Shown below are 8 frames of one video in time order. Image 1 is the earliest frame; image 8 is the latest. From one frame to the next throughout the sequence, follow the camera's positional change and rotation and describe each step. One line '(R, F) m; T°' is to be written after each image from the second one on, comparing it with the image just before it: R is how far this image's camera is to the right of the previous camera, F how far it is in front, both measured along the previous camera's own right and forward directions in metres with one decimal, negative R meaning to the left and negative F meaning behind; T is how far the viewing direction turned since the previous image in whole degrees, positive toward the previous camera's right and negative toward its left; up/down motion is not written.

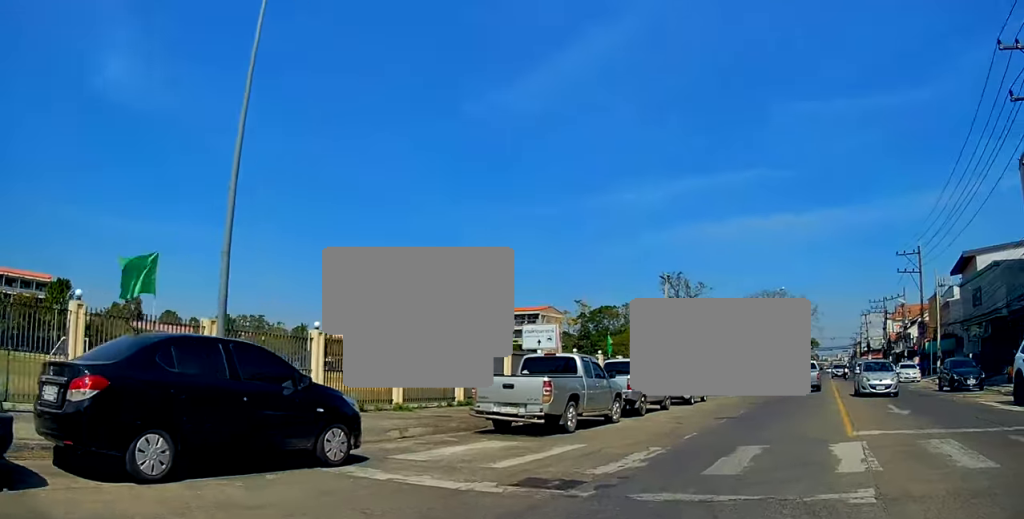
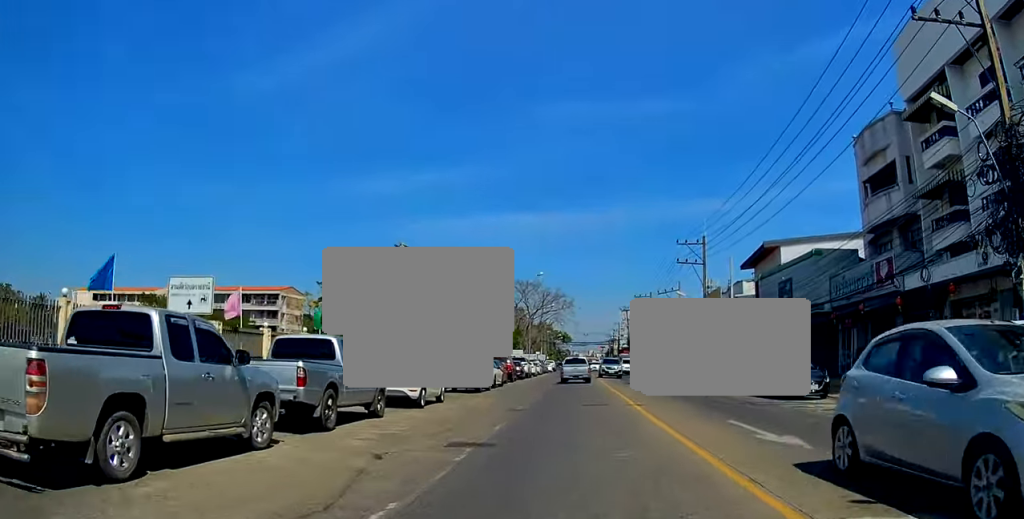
(+2.2, +5.5) m; +28°
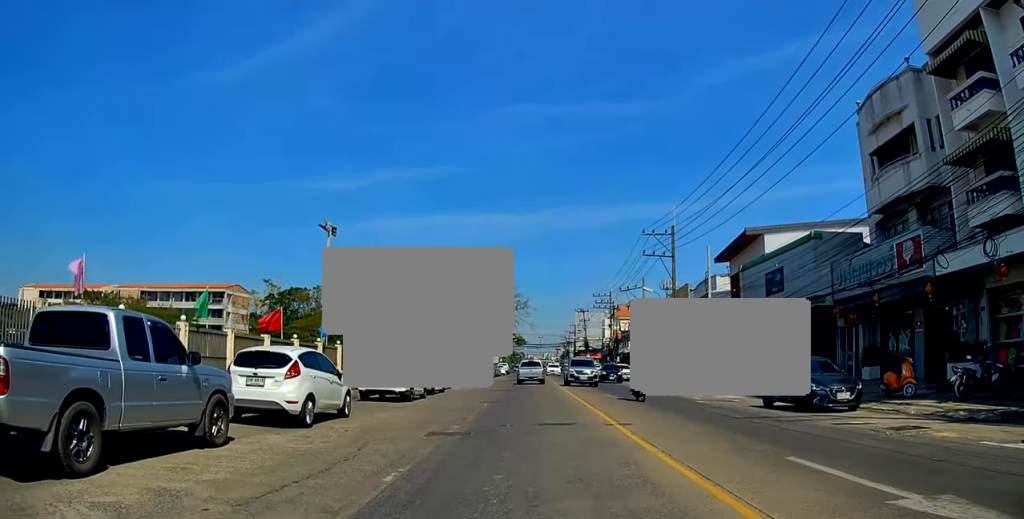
(+0.4, +6.3) m; +4°
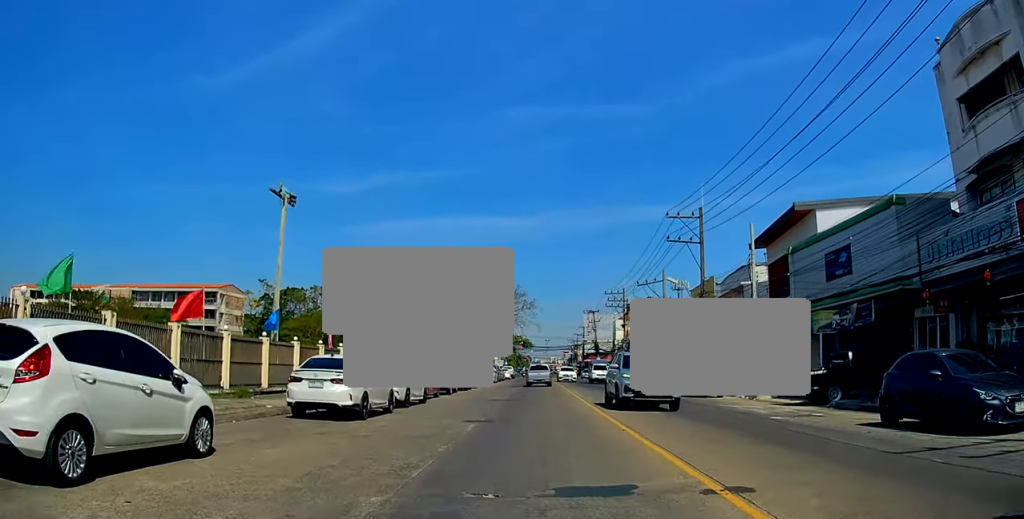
(+0.1, +9.9) m; +5°
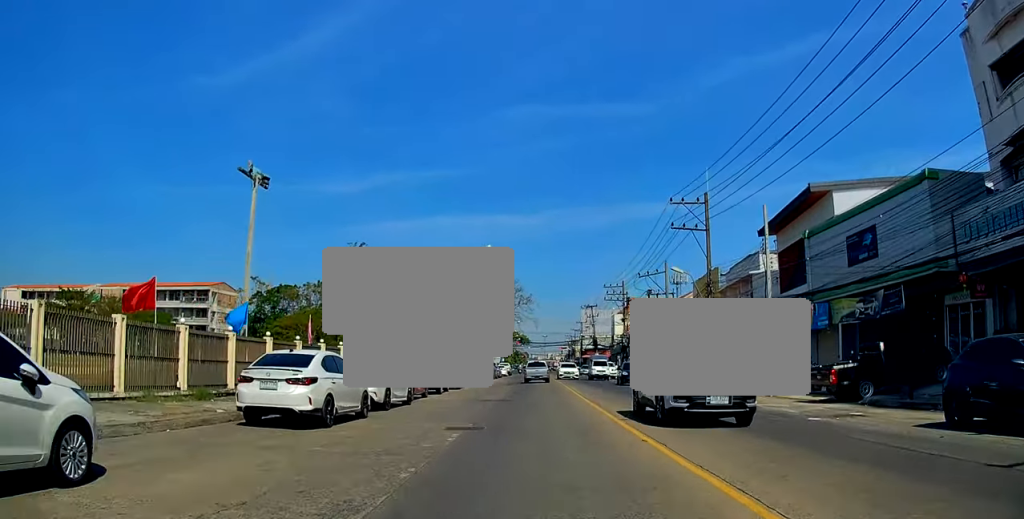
(0.0, +3.7) m; +3°
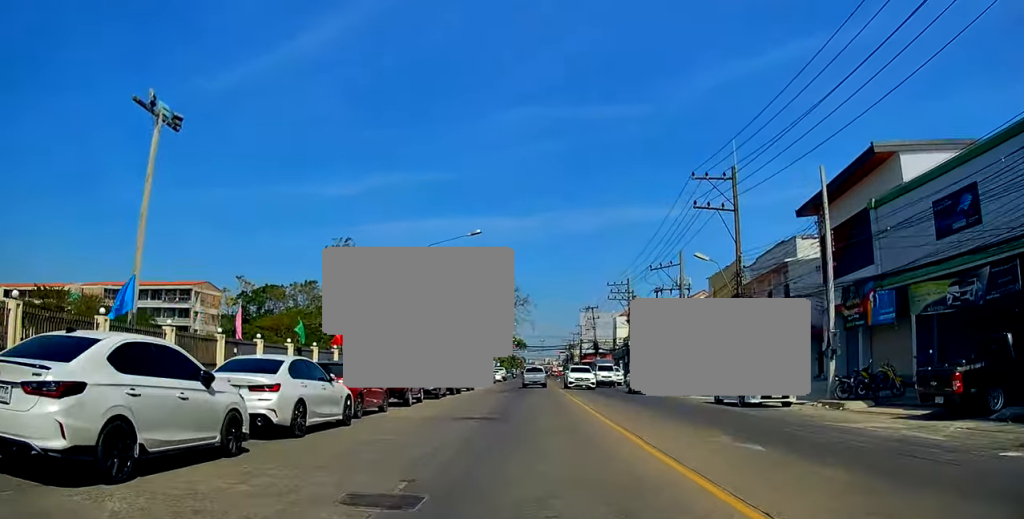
(+0.8, +9.0) m; +5°
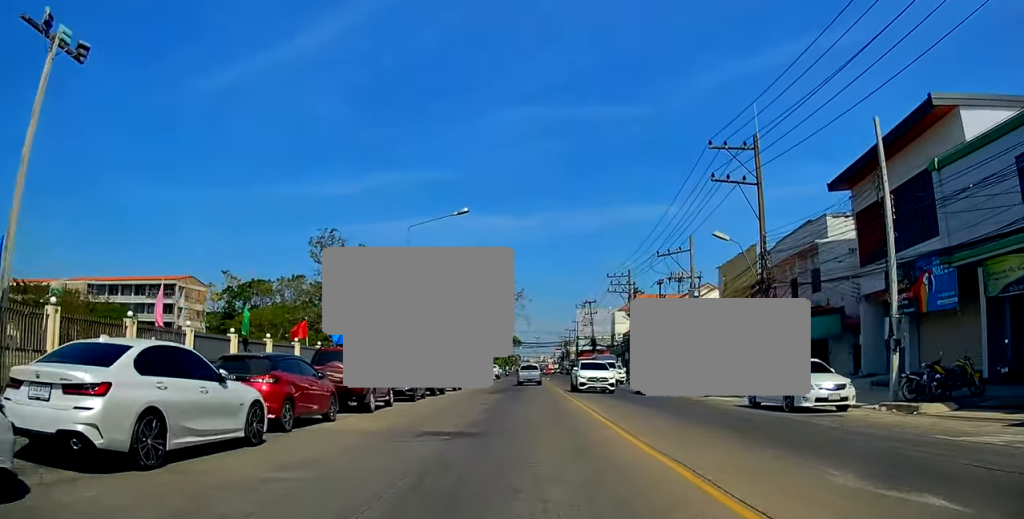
(0.0, +6.6) m; +1°
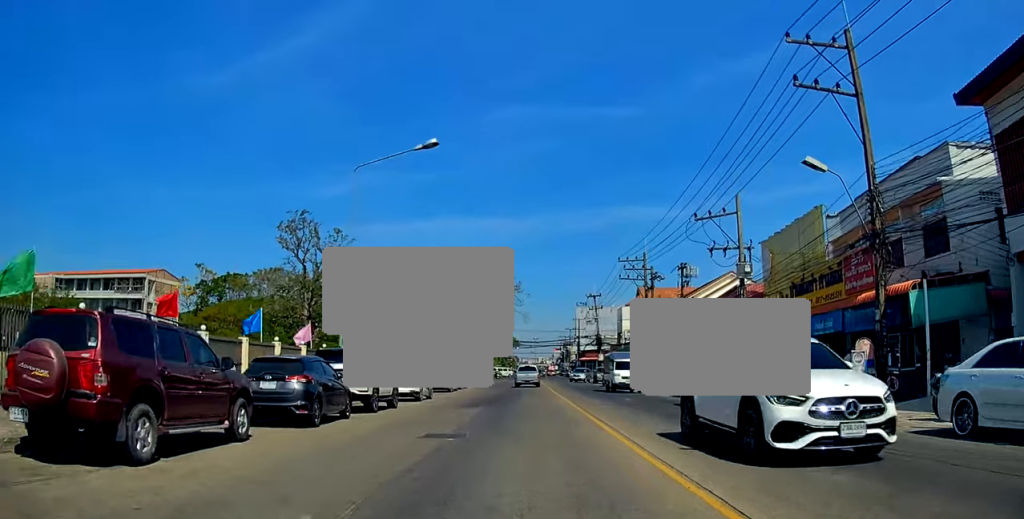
(+0.2, +13.9) m; -4°
